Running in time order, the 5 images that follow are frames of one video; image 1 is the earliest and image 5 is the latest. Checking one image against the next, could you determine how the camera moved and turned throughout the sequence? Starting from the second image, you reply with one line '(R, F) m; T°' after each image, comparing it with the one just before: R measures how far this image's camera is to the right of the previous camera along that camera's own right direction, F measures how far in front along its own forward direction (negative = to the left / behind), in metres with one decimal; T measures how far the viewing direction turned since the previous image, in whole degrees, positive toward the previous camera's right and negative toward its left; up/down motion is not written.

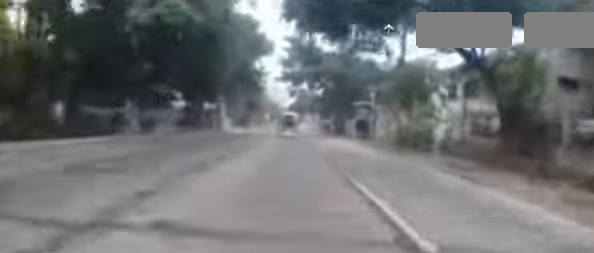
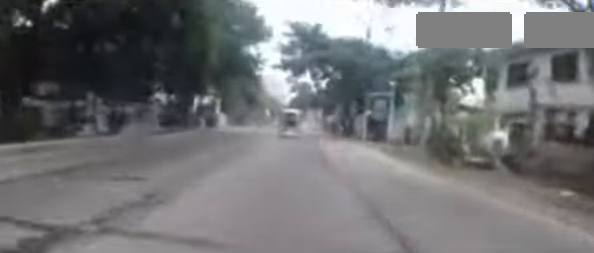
(-0.2, +4.8) m; 0°
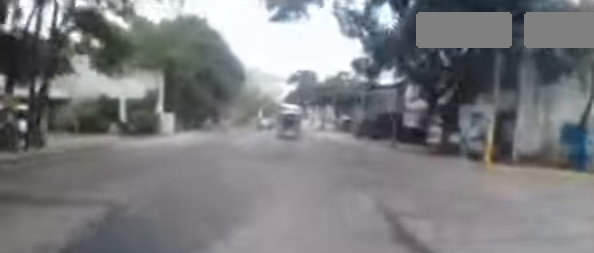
(+0.9, +20.5) m; +5°
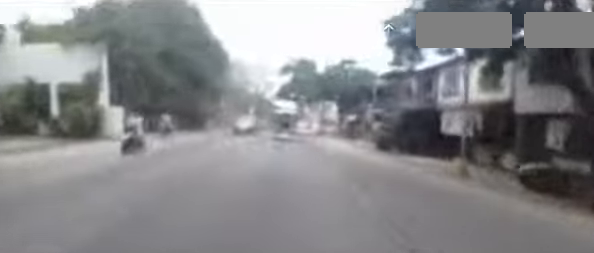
(+0.3, +7.7) m; 0°
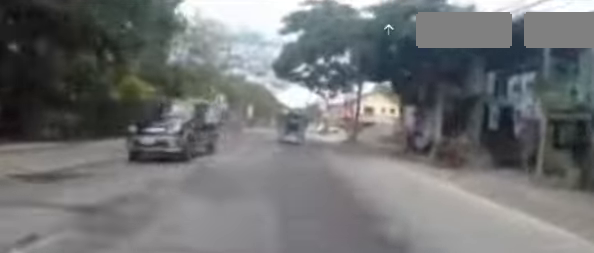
(-0.9, +20.2) m; -3°
